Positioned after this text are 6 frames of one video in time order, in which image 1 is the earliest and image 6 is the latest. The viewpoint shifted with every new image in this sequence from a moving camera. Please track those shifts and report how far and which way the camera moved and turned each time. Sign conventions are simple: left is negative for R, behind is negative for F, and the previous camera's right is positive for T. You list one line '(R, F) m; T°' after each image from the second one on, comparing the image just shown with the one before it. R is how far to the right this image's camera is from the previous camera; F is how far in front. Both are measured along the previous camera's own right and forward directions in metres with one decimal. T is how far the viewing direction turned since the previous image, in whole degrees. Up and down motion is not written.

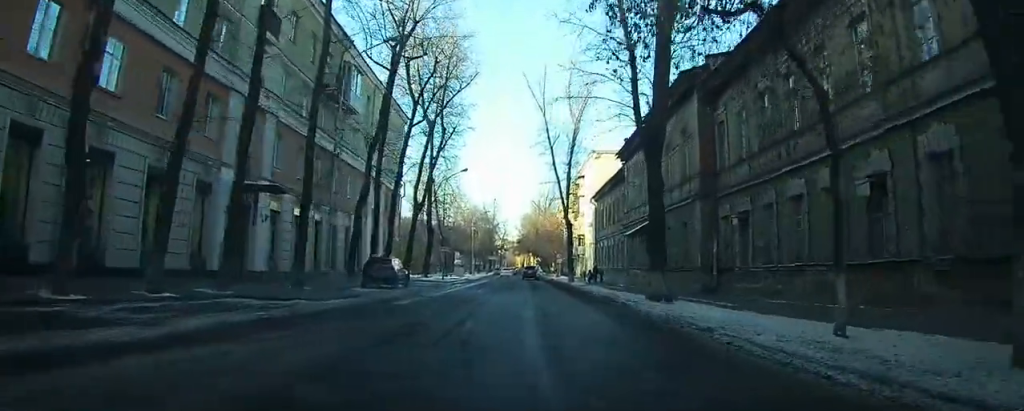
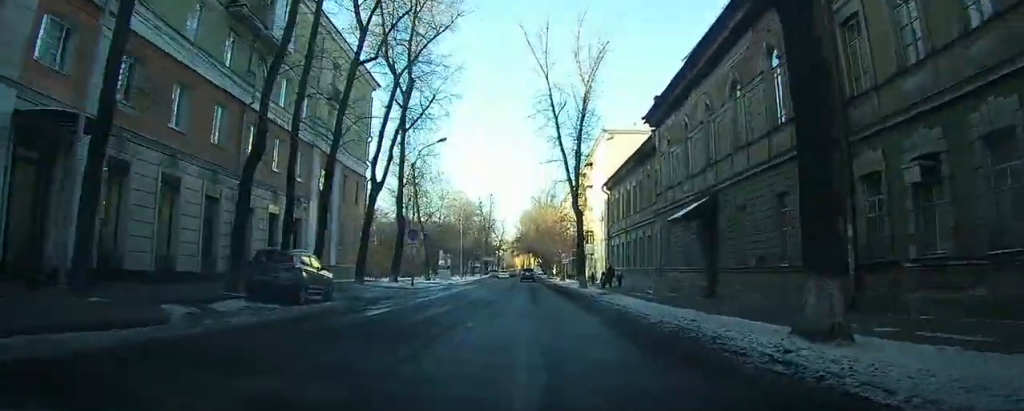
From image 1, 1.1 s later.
(-0.1, +10.7) m; -1°
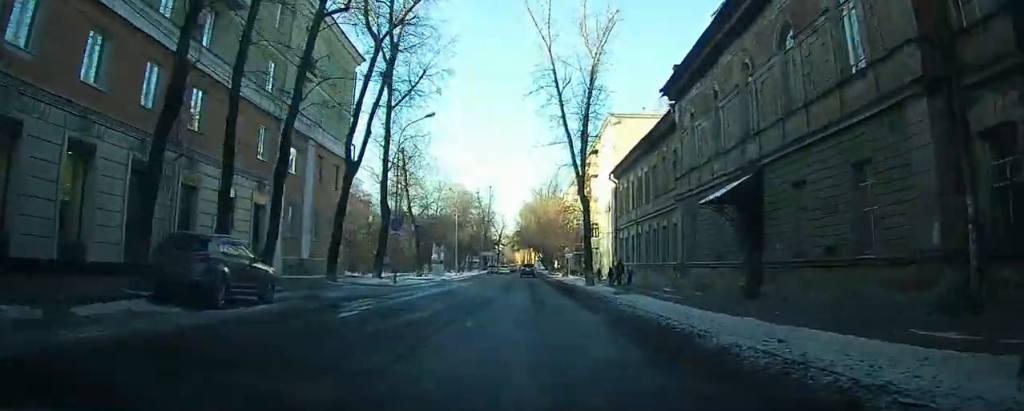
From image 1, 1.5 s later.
(0.0, +4.0) m; 0°
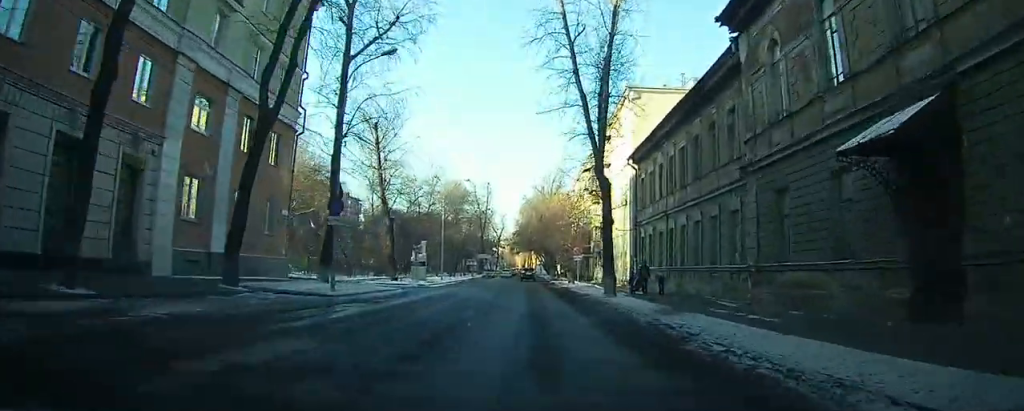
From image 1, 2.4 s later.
(+0.1, +7.7) m; +1°
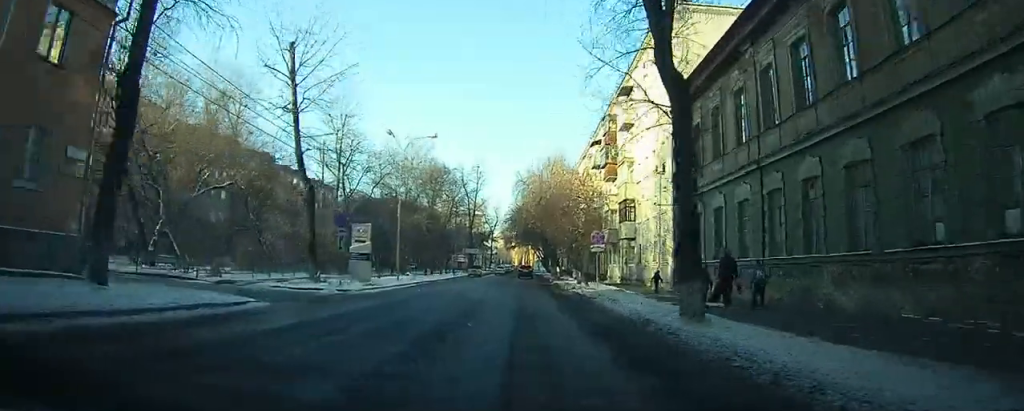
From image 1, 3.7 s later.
(0.0, +12.8) m; 0°
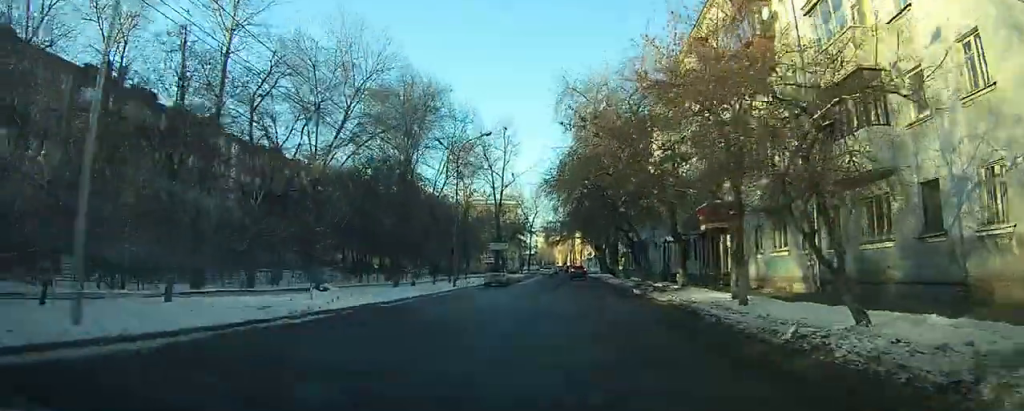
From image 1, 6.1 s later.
(-0.2, +30.0) m; -1°
